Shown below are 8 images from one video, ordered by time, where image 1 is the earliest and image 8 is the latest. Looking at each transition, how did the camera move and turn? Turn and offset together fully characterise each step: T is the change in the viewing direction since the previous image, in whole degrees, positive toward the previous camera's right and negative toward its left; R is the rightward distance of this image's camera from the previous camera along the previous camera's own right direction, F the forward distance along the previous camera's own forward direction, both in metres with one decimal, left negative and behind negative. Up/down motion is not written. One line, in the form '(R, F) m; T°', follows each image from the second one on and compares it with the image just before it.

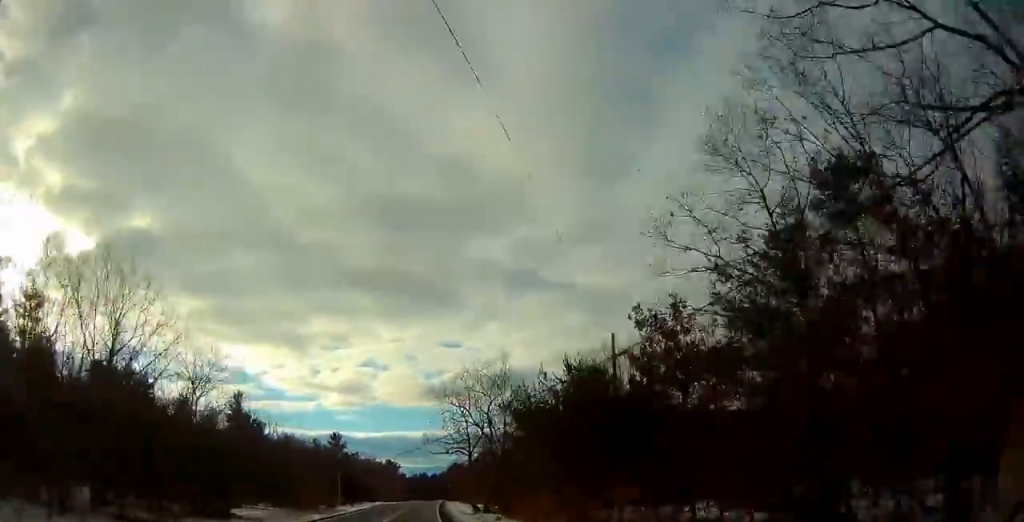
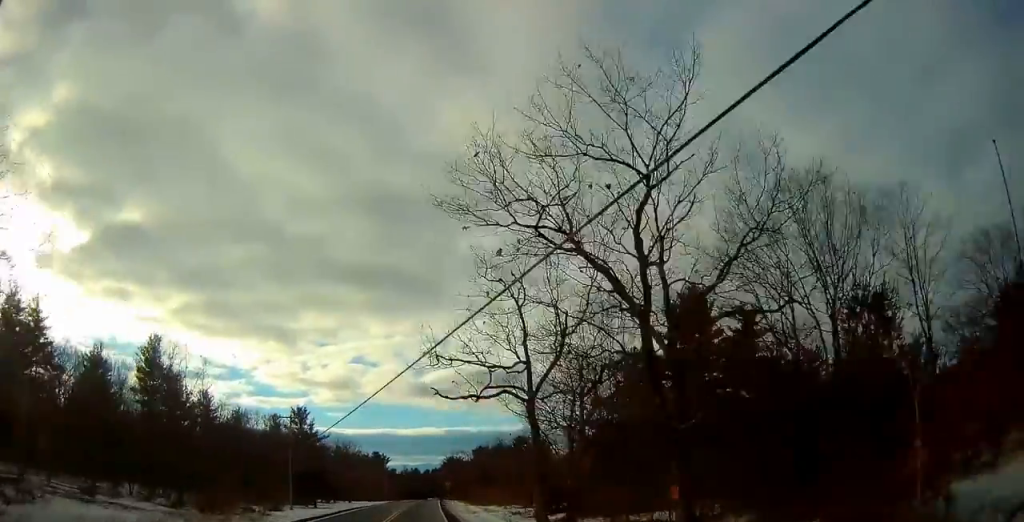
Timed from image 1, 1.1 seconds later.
(-0.1, +28.7) m; +1°
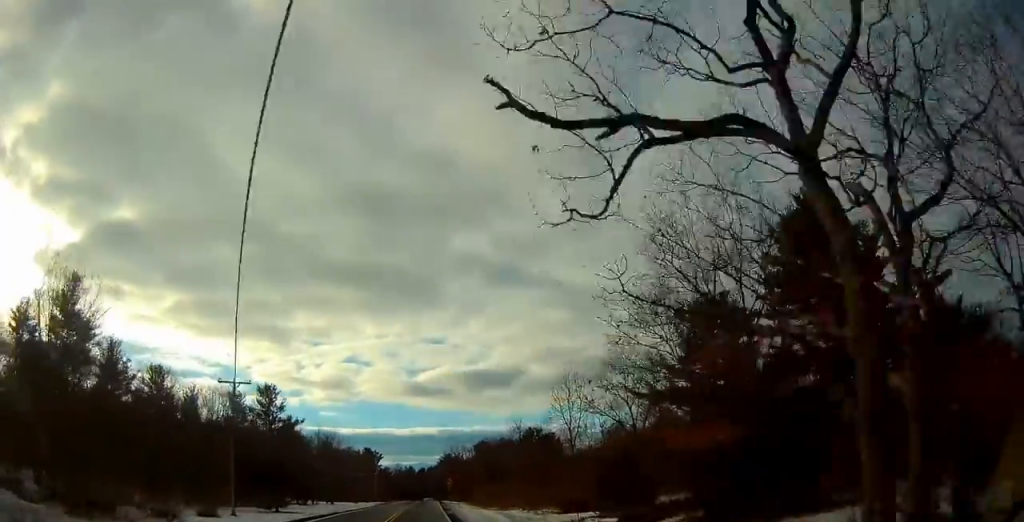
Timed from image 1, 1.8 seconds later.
(+0.1, +17.0) m; +1°
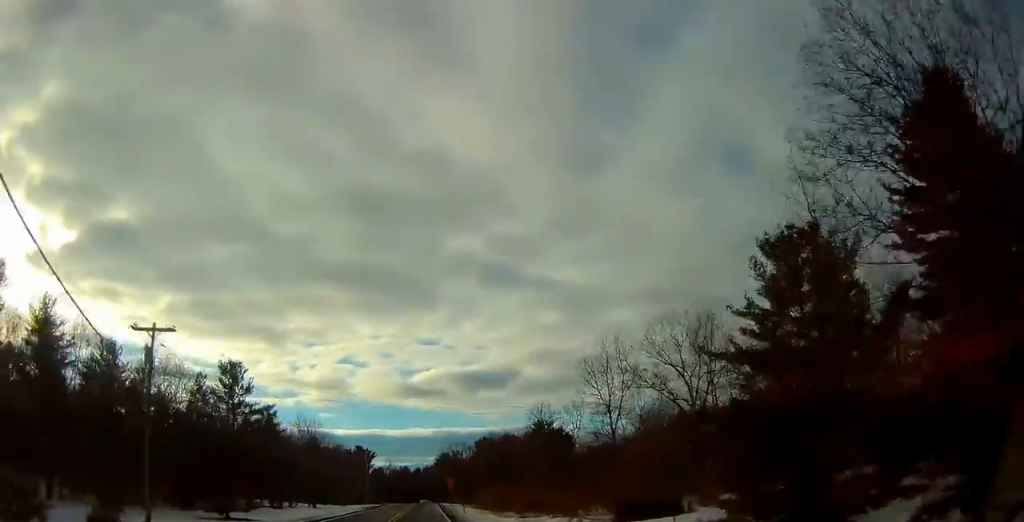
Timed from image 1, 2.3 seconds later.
(+0.3, +12.8) m; 0°
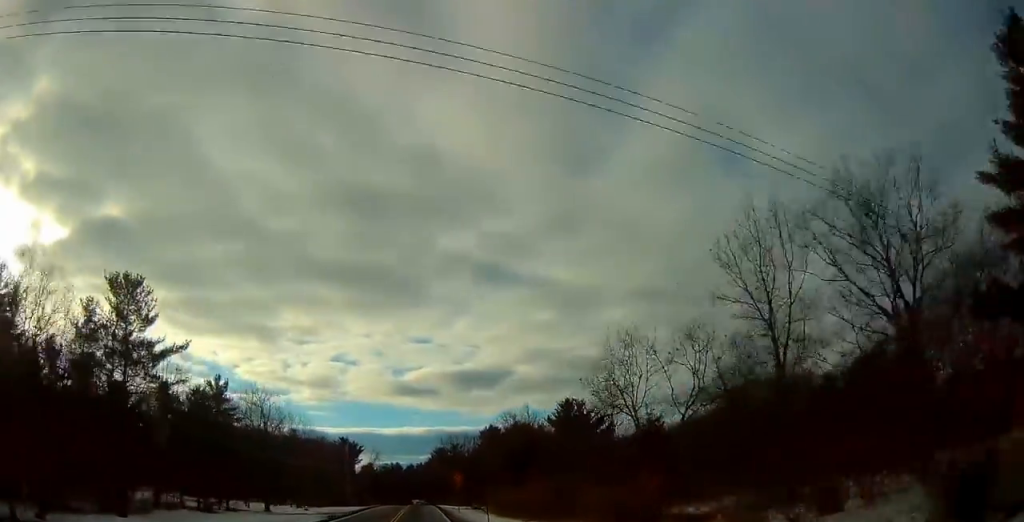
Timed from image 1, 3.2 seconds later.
(-0.1, +22.4) m; +1°
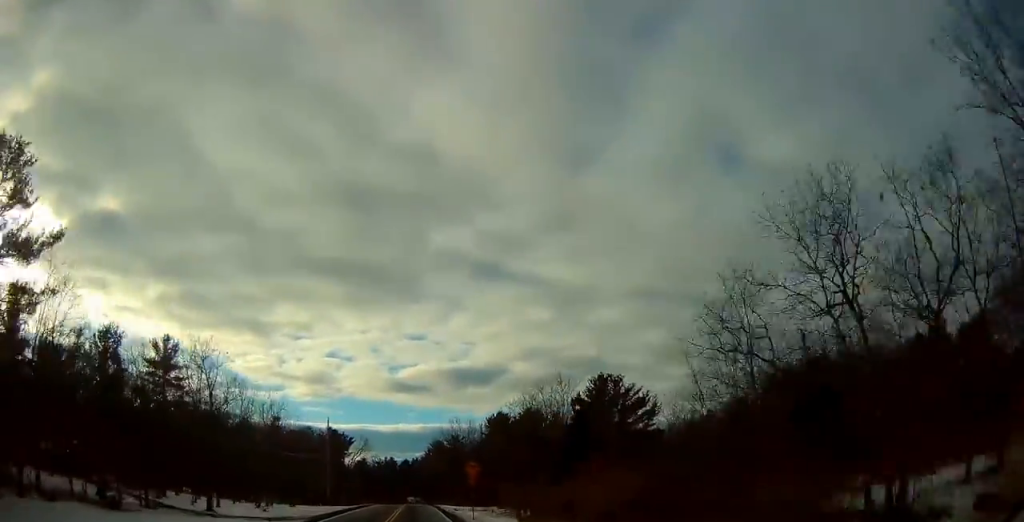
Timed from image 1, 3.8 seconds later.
(0.0, +15.5) m; +1°
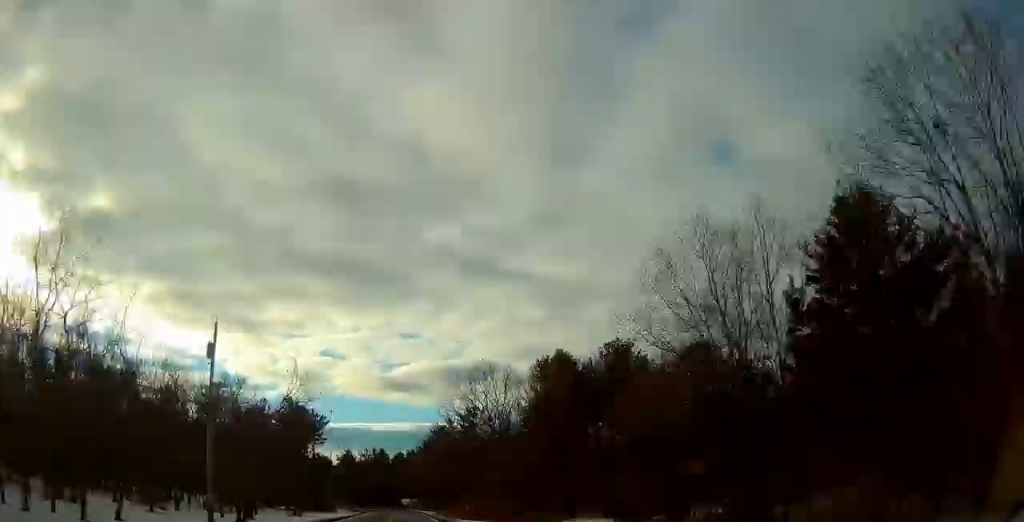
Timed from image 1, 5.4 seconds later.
(+0.7, +41.5) m; +1°
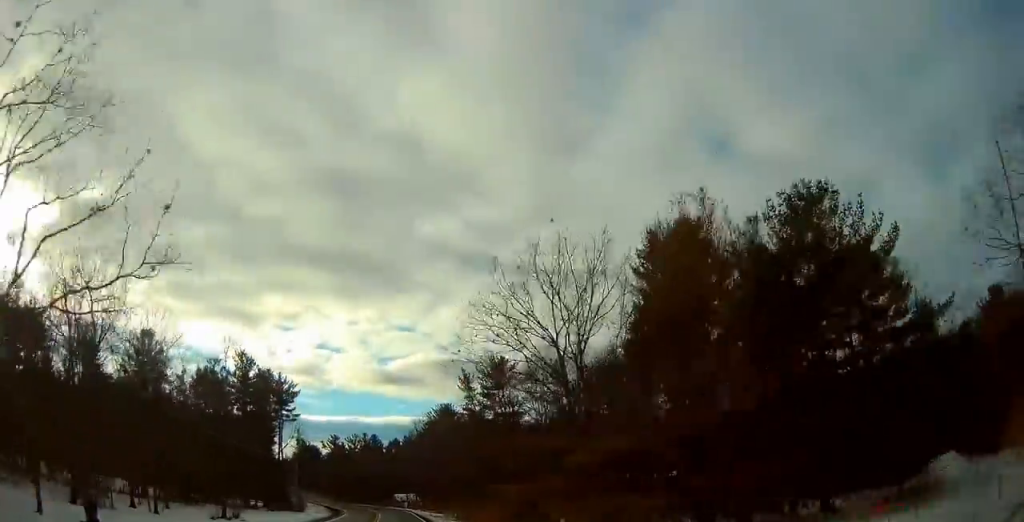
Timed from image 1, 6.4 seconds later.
(0.0, +26.7) m; 0°
